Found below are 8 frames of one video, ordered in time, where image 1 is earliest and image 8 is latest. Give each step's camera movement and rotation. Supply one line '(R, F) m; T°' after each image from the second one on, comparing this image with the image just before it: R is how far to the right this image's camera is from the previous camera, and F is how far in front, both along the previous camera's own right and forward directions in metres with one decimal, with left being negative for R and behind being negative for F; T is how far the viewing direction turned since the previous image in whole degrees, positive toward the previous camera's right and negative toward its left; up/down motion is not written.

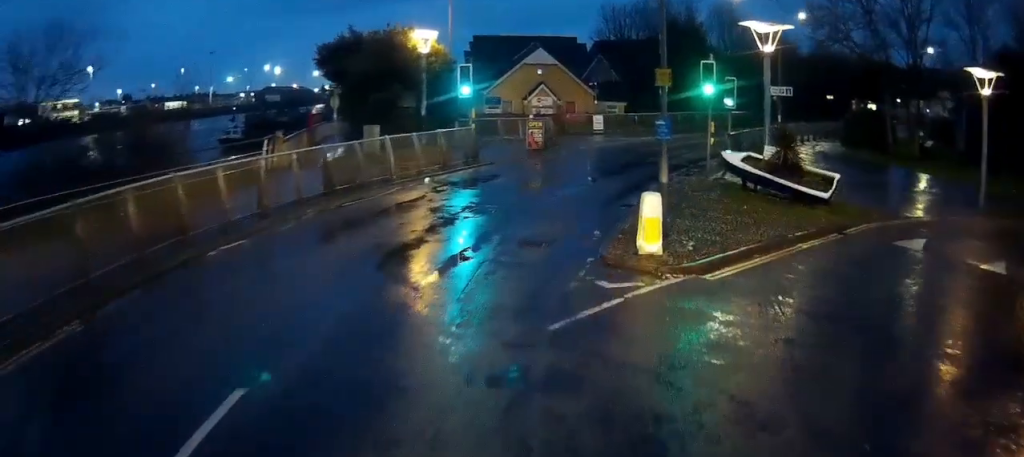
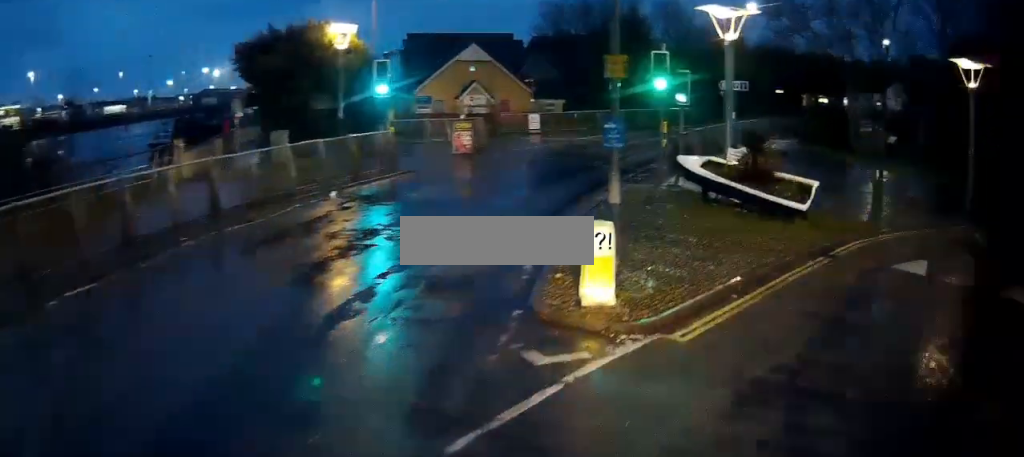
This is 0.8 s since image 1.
(+0.1, +3.4) m; +5°
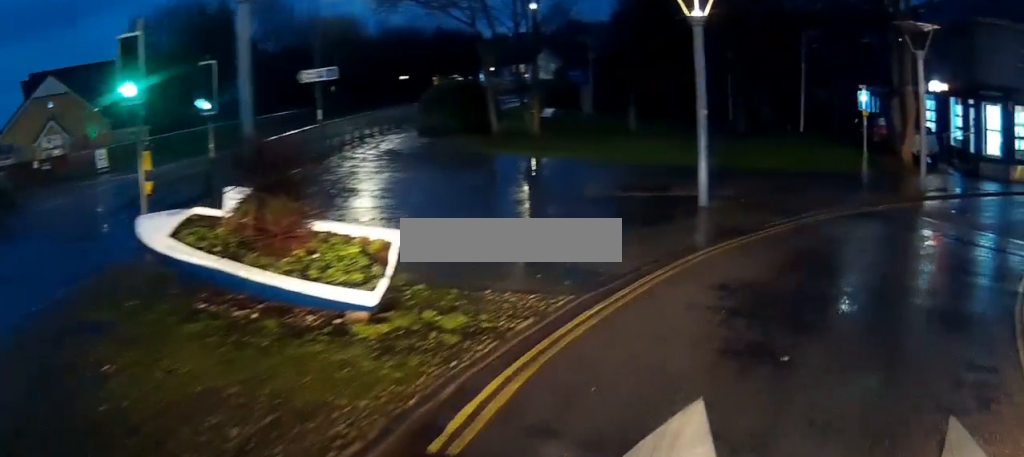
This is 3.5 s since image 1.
(+2.8, +8.5) m; +40°
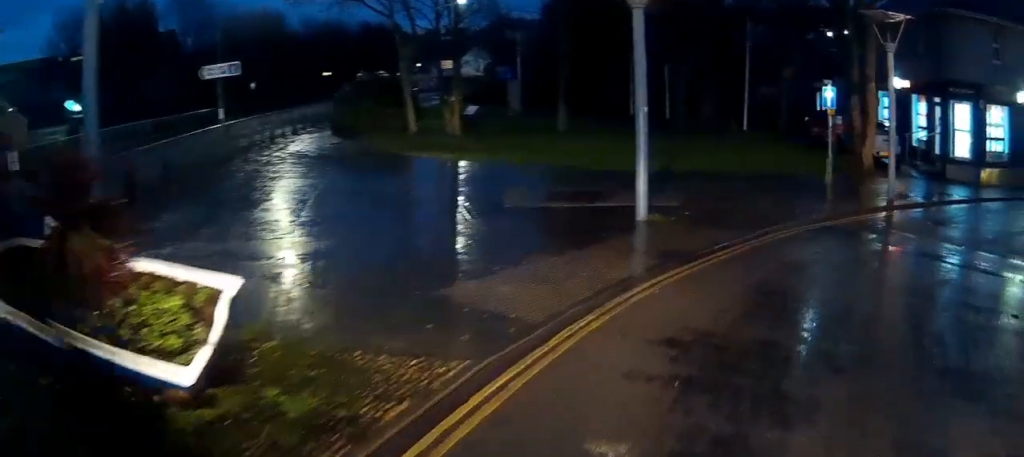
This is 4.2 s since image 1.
(-0.1, +2.4) m; +3°
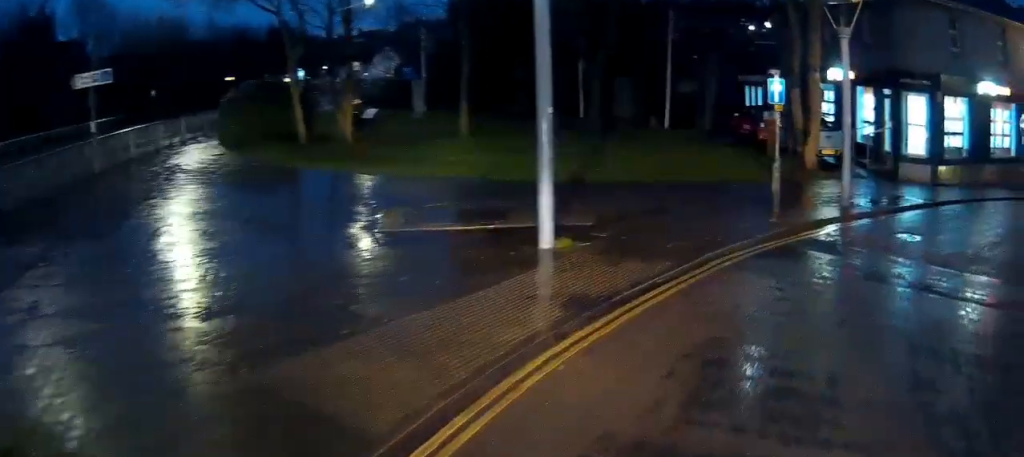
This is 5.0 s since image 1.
(+0.2, +2.9) m; +8°
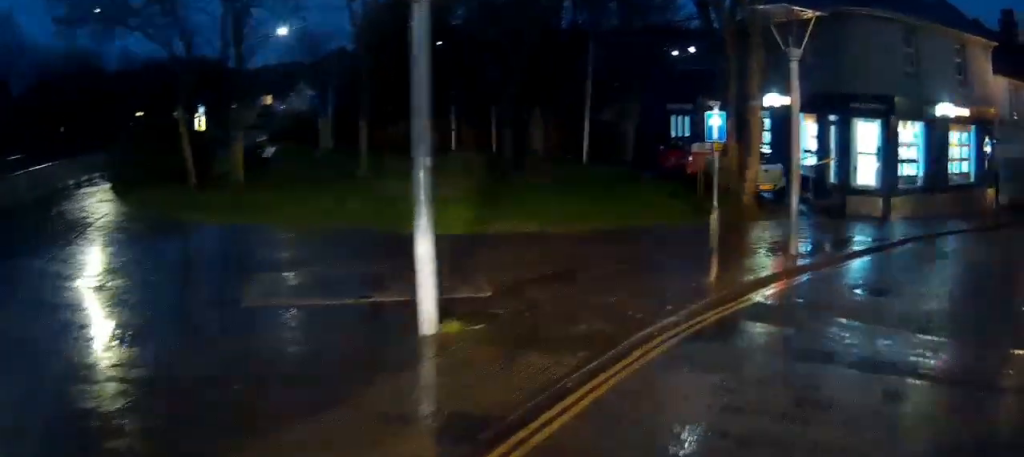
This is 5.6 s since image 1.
(+0.2, +2.5) m; +7°
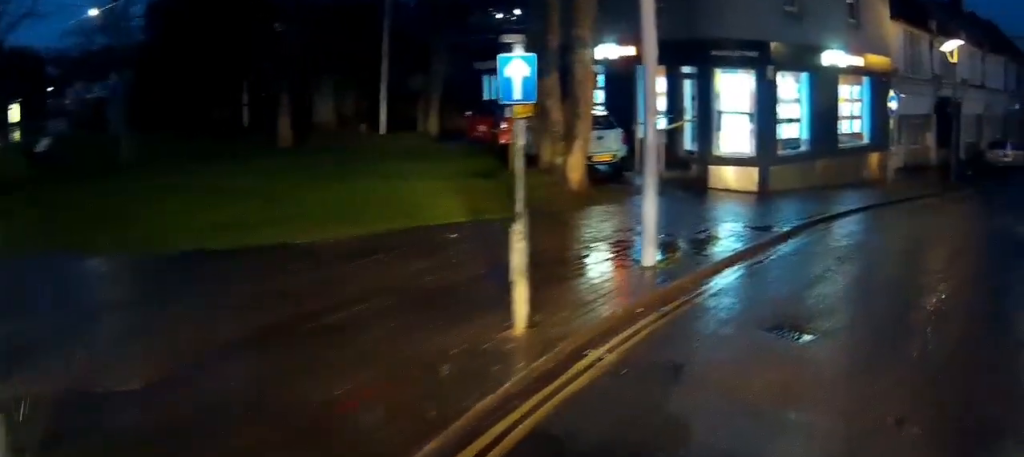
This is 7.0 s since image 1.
(+0.6, +4.9) m; +7°
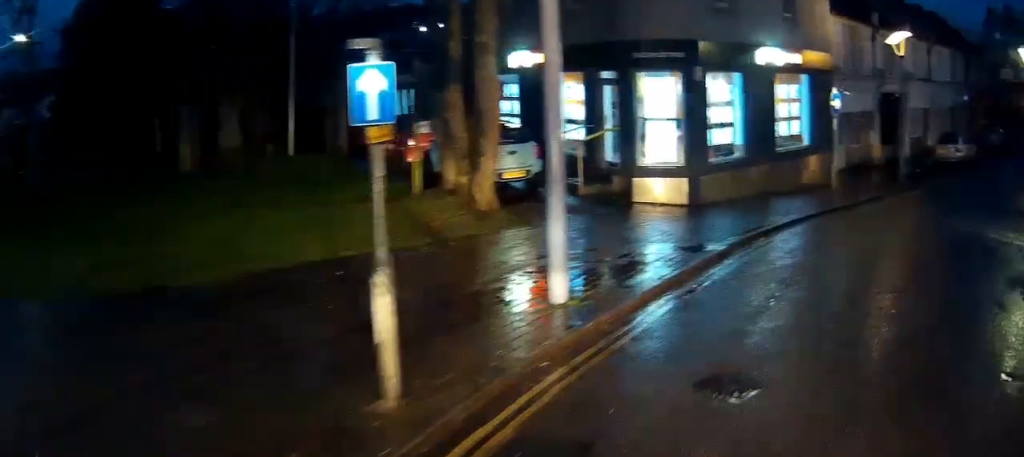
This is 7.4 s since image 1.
(0.0, +1.5) m; 0°
